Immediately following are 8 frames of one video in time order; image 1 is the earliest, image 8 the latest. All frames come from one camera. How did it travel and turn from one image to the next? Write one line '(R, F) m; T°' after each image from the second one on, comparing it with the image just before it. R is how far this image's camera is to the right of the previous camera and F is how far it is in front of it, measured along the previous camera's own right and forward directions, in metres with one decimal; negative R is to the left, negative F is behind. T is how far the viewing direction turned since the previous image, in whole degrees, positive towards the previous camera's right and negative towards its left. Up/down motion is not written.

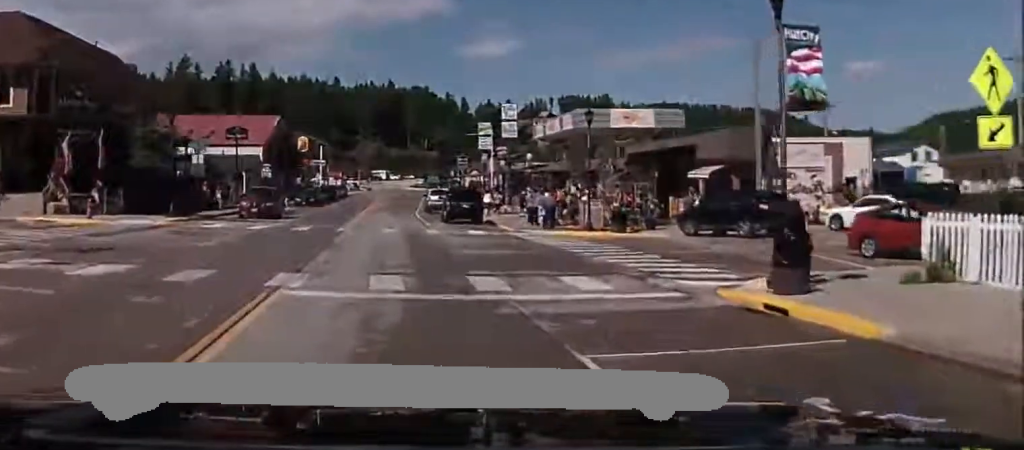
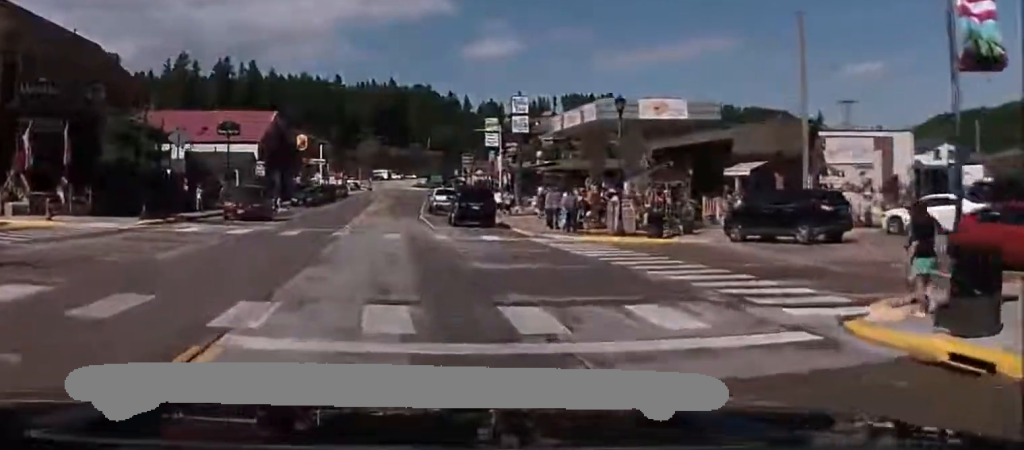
(0.0, +4.9) m; 0°
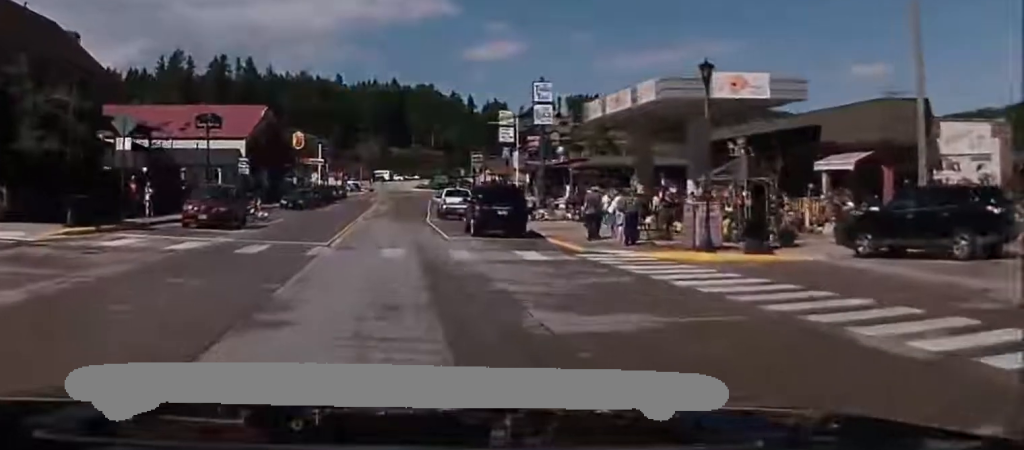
(0.0, +9.2) m; 0°
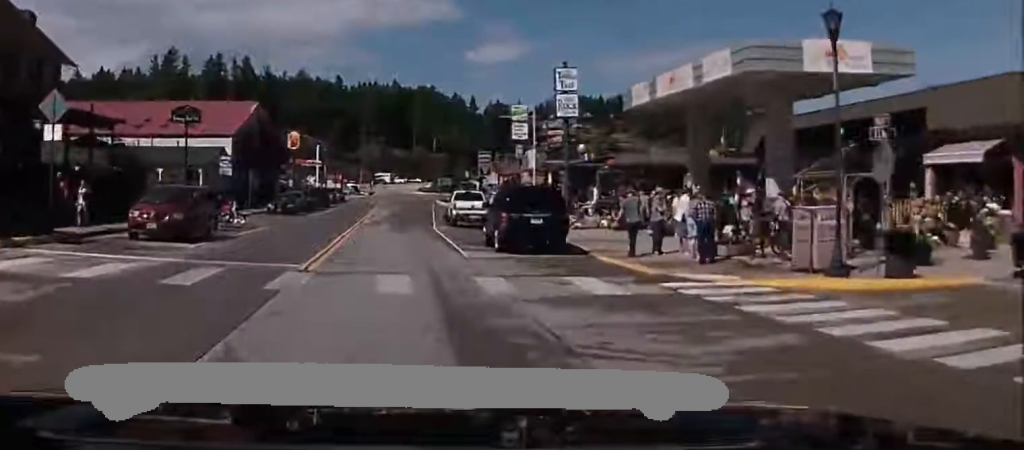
(0.0, +7.9) m; 0°
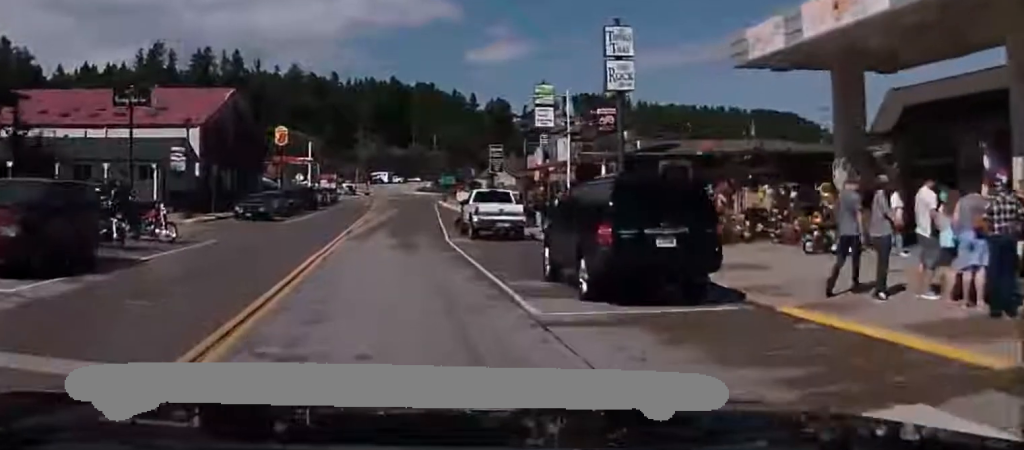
(+0.1, +13.8) m; 0°
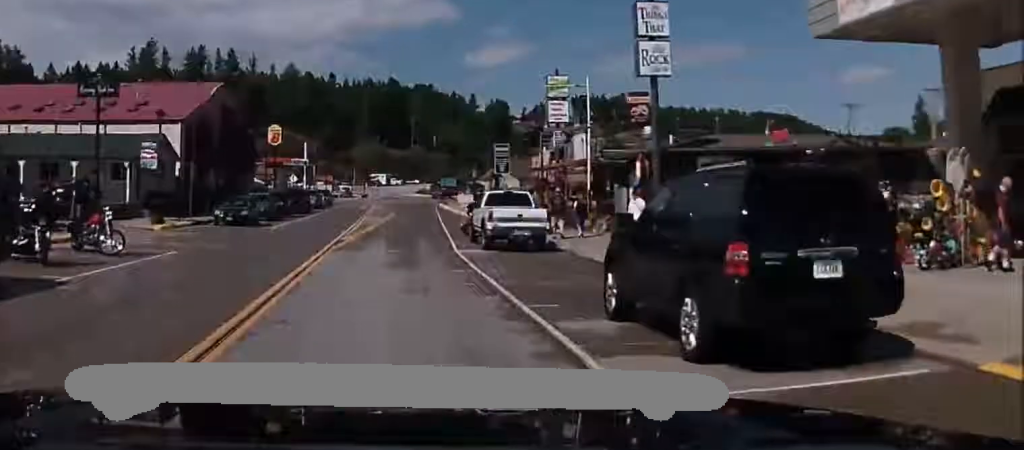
(0.0, +5.4) m; 0°
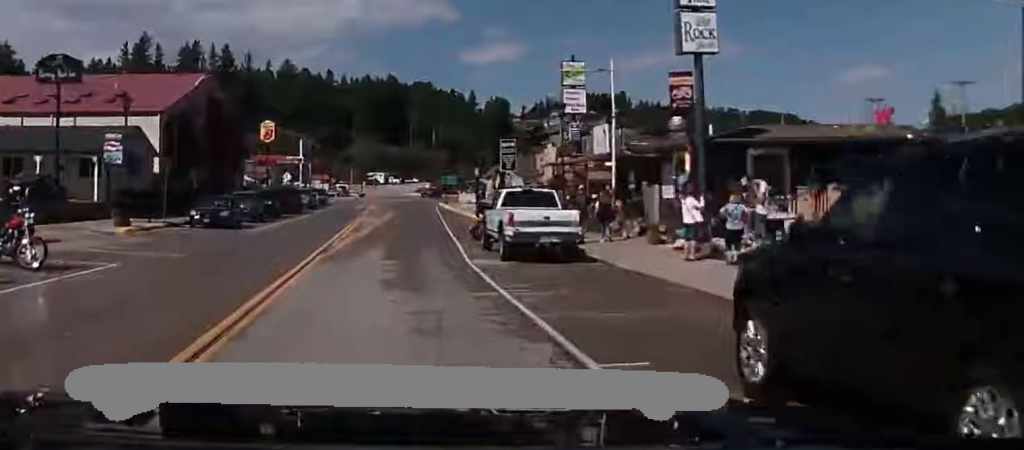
(0.0, +5.2) m; 0°
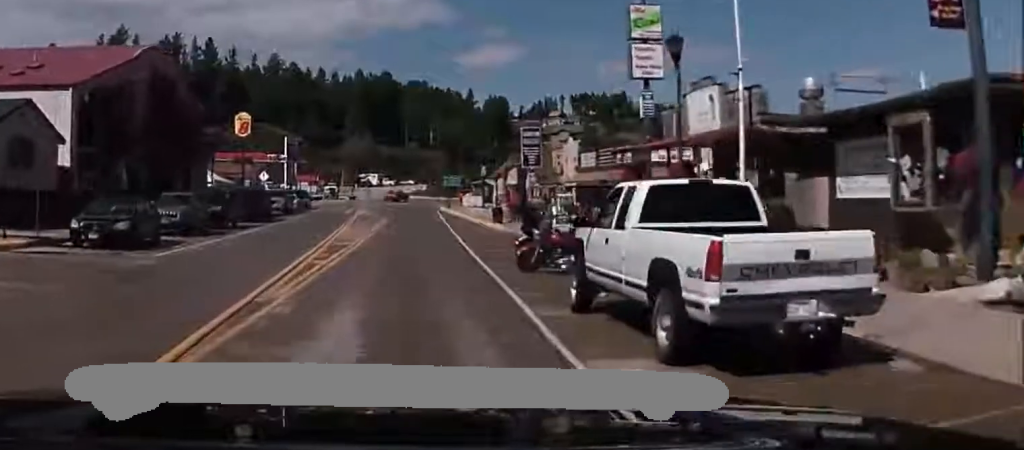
(0.0, +14.3) m; +1°
